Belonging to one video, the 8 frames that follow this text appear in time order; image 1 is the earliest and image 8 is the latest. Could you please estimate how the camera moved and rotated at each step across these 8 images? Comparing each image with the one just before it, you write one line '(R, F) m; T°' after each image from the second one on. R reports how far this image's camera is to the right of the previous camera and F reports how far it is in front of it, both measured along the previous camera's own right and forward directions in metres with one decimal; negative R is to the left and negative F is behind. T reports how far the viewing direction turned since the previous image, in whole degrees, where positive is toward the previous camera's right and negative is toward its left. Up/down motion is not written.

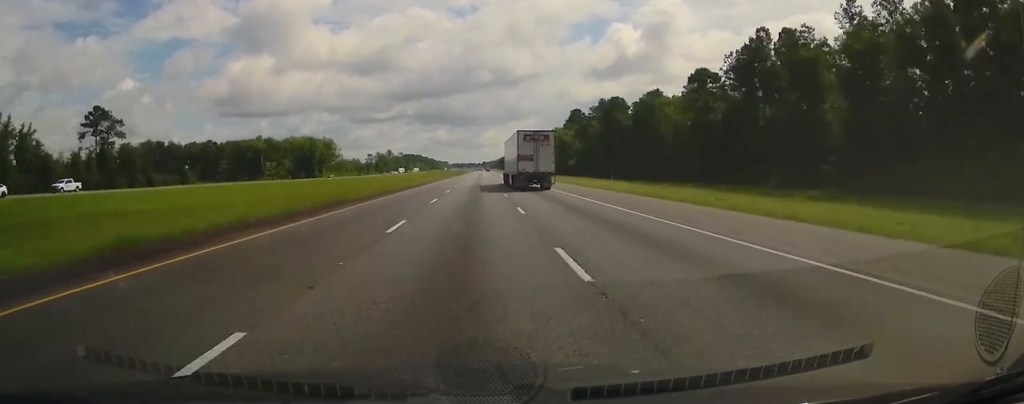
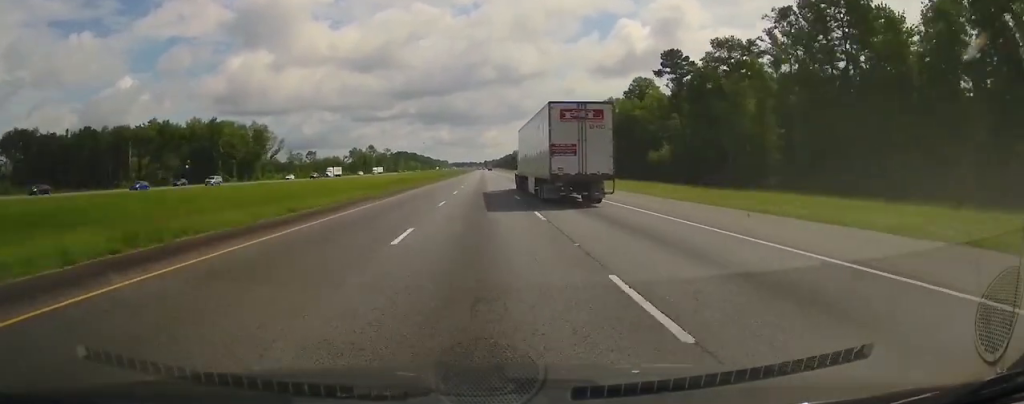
(-0.2, +113.1) m; 0°
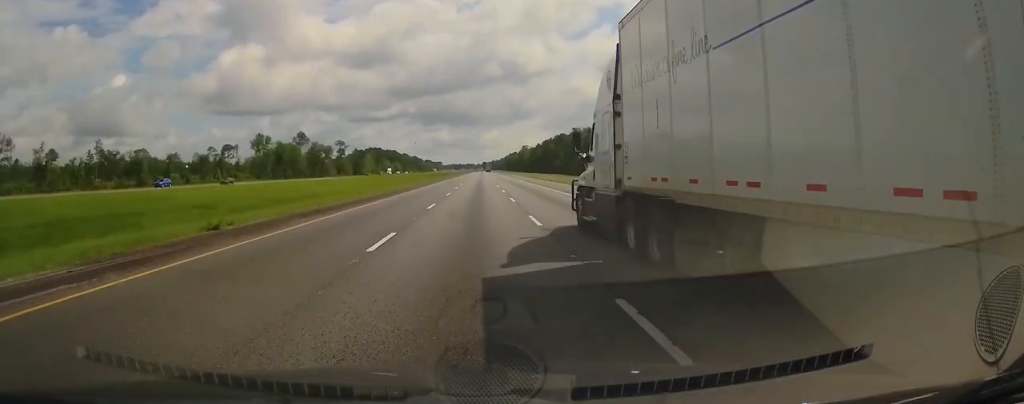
(+1.4, +197.5) m; 0°
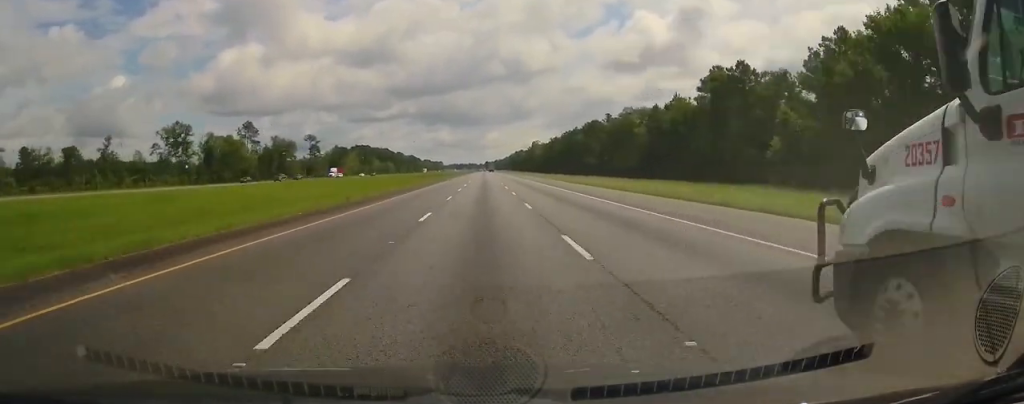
(+0.4, +80.0) m; 0°
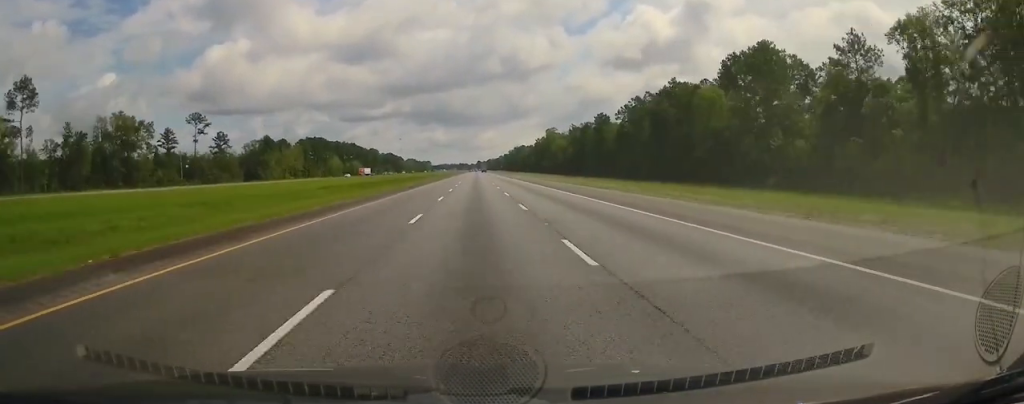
(-1.2, +136.9) m; 0°
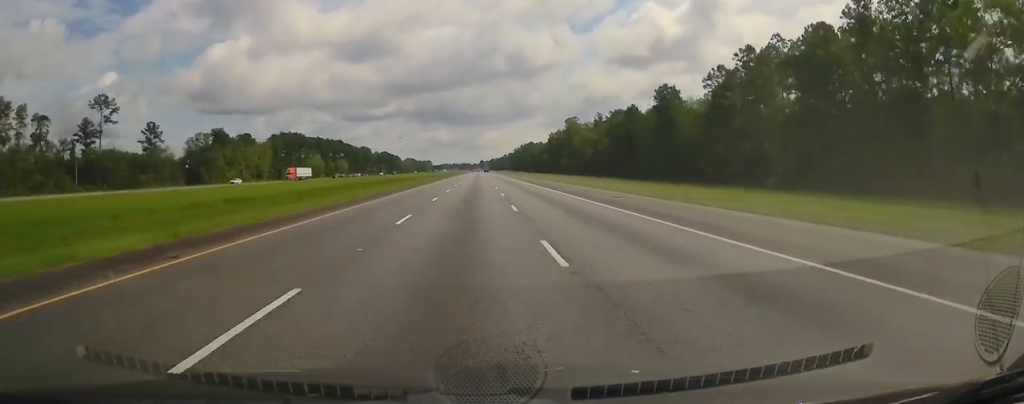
(+0.1, +61.7) m; 0°
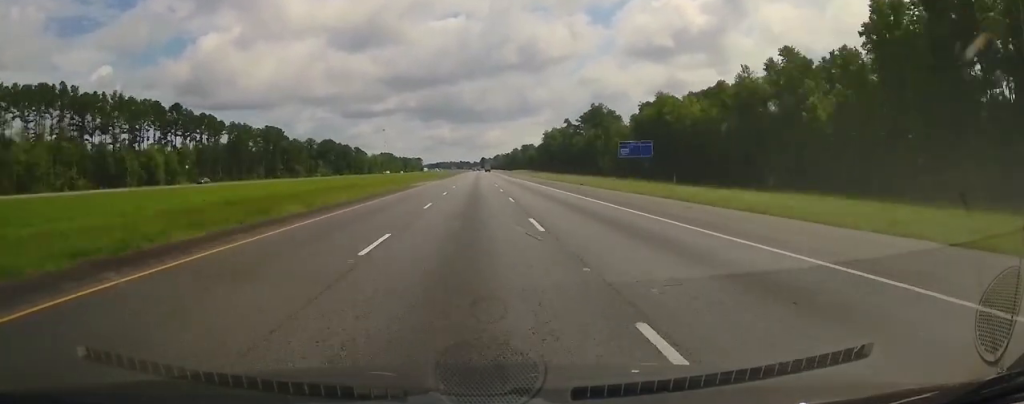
(-0.7, +262.5) m; 0°
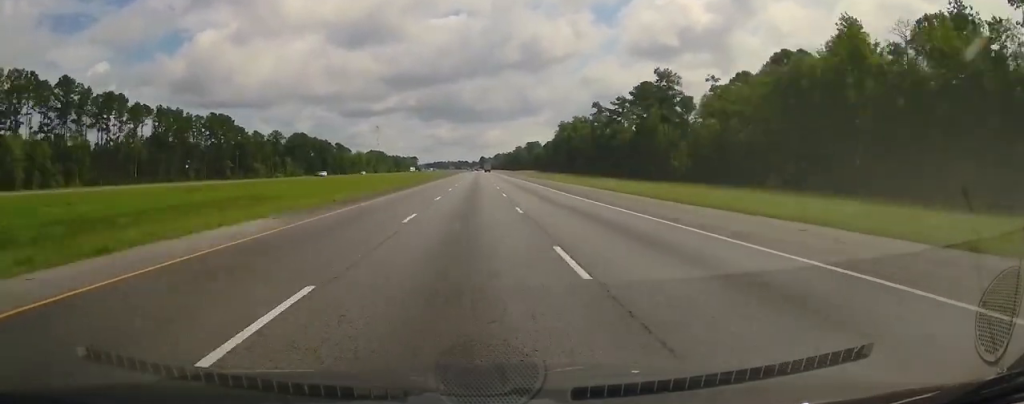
(-0.1, +67.0) m; 0°
